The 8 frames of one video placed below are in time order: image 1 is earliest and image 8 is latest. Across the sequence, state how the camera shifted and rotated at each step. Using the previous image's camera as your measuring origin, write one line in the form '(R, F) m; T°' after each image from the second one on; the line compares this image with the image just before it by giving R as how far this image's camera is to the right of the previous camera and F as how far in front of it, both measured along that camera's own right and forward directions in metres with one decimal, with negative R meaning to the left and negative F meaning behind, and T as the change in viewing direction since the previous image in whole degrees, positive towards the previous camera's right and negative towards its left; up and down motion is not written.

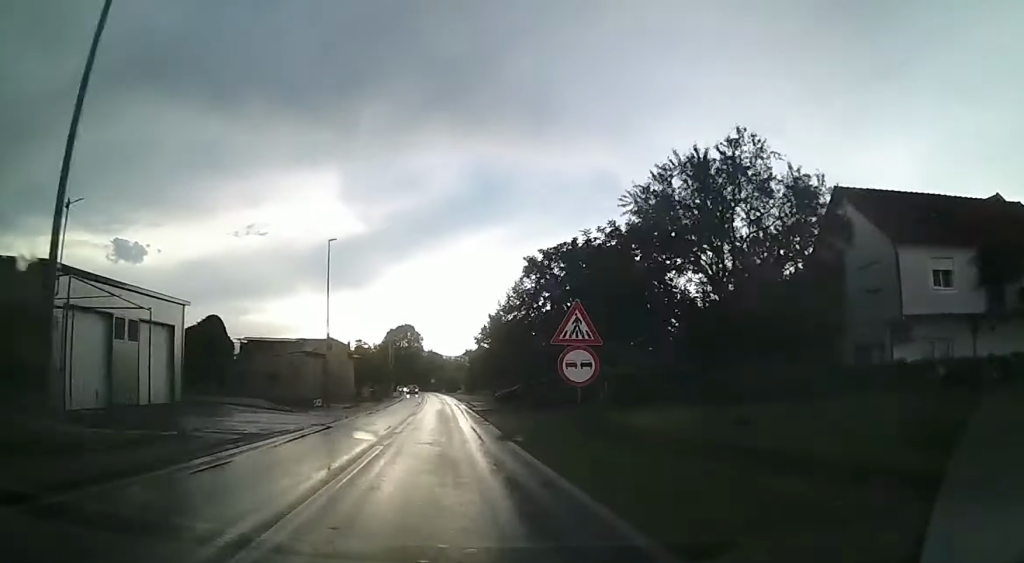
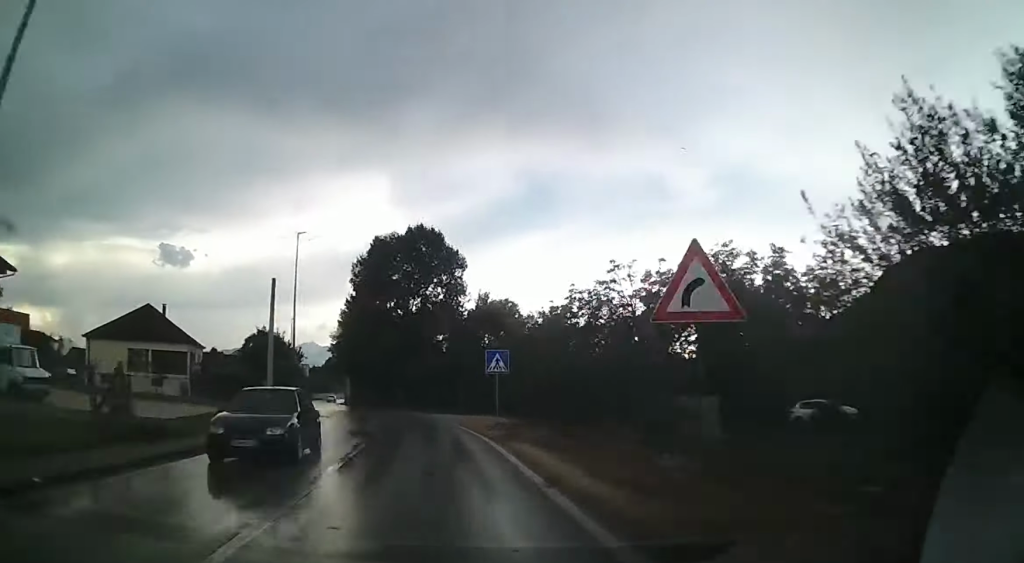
(+3.8, +107.9) m; +10°
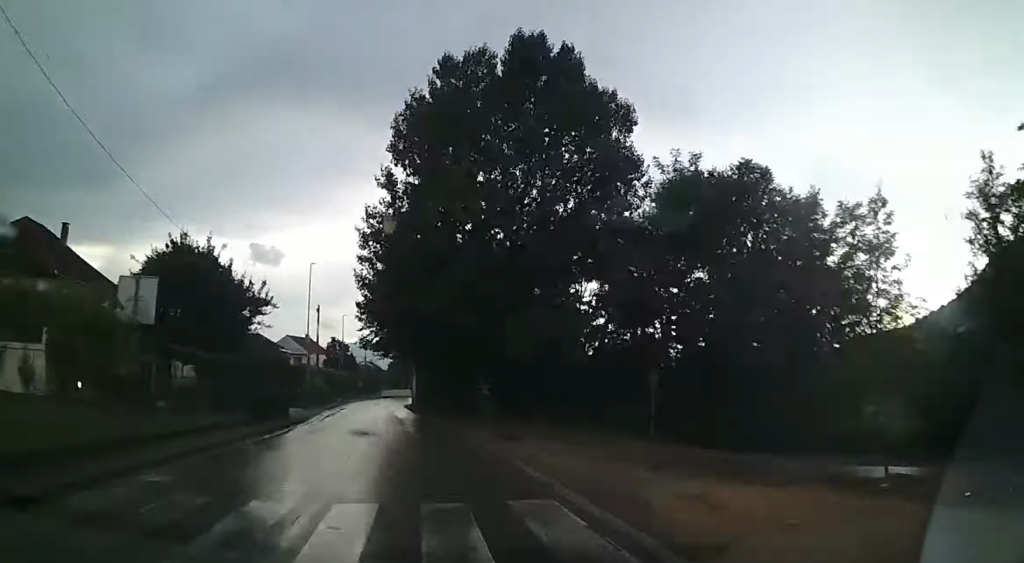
(+3.3, +34.5) m; +4°
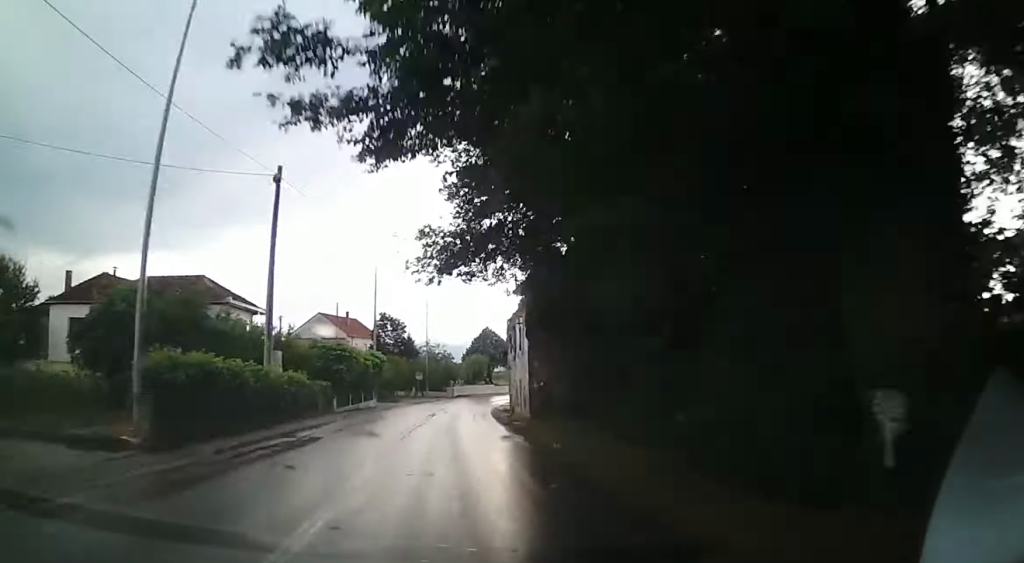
(+1.5, +36.6) m; +1°
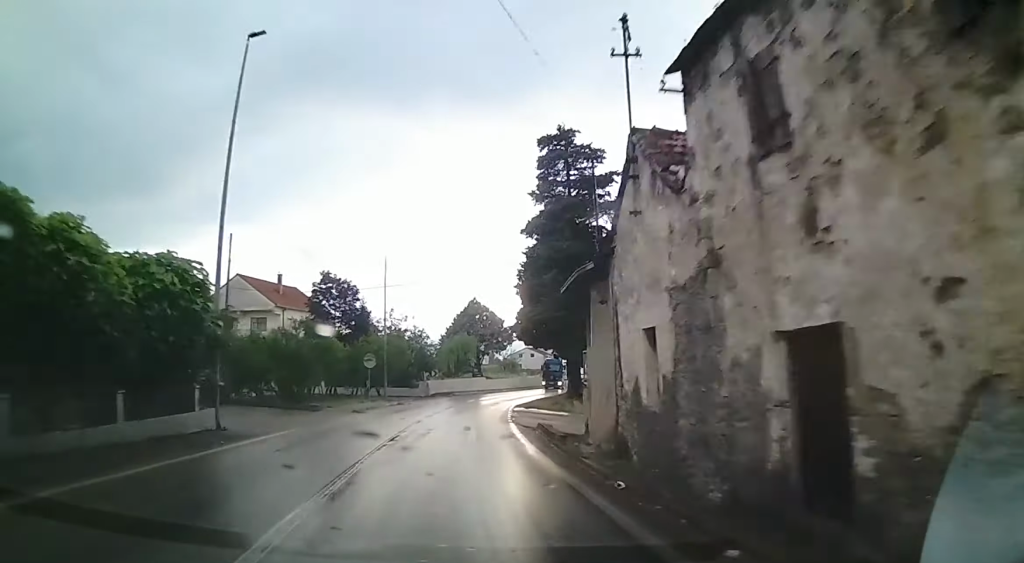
(+1.2, +26.9) m; -4°
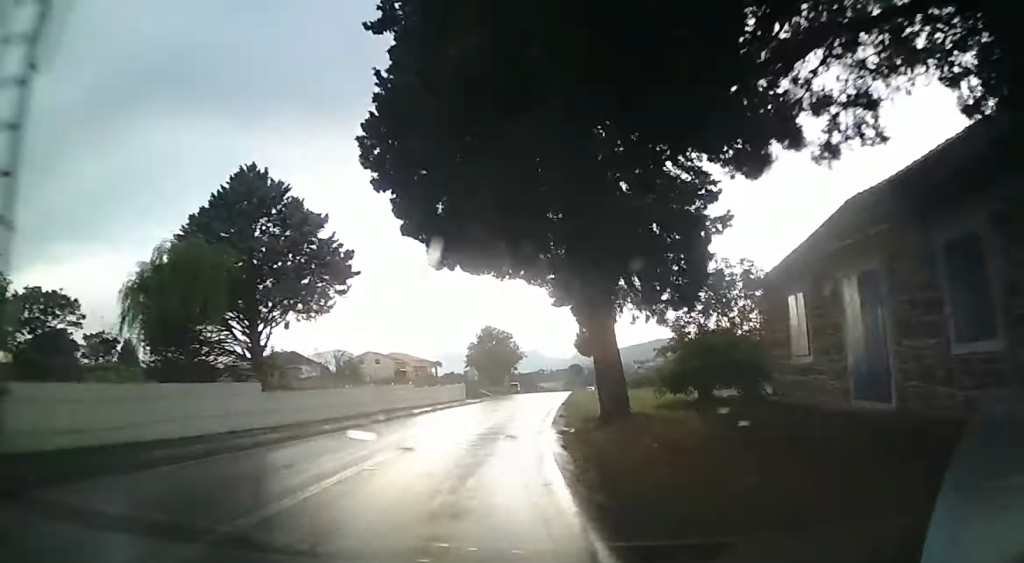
(-3.7, +45.9) m; -9°
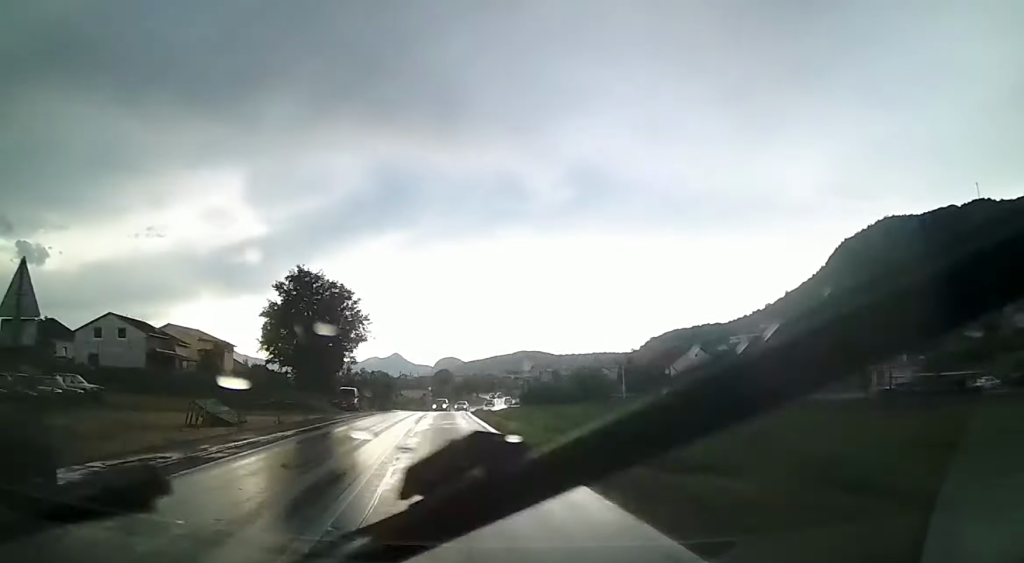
(-6.0, +52.8) m; -10°
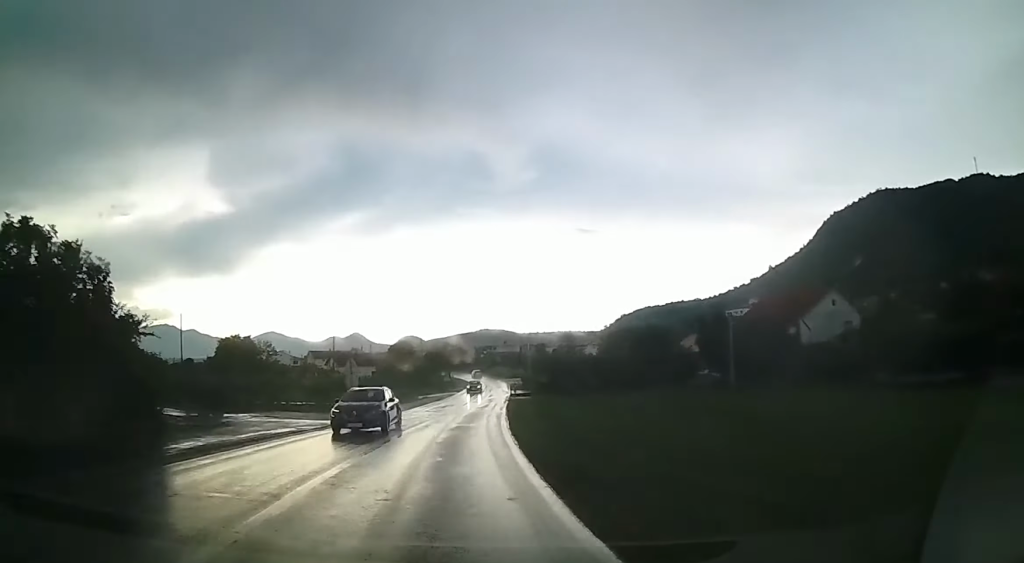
(-3.7, +54.3) m; -6°
